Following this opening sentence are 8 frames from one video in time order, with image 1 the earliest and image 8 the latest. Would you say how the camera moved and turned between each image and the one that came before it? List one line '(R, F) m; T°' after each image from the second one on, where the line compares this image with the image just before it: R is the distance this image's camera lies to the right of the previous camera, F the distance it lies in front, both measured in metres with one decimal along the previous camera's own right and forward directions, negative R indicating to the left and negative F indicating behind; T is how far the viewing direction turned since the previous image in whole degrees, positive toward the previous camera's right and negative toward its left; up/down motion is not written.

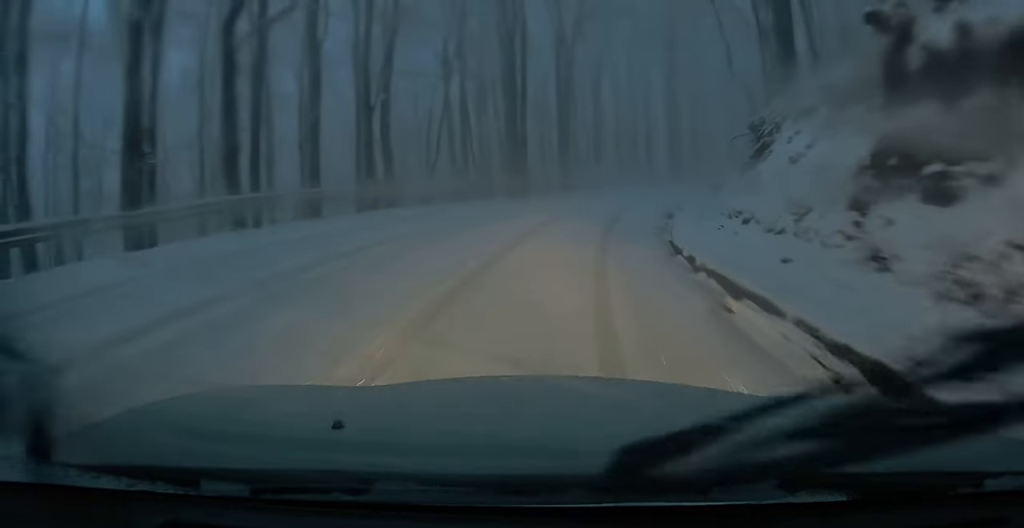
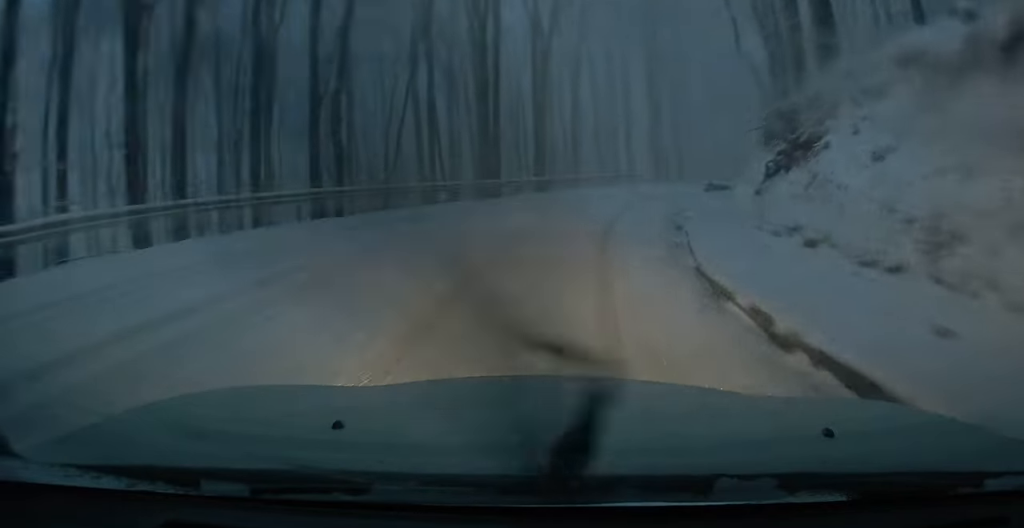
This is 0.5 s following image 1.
(+0.2, +3.3) m; +1°
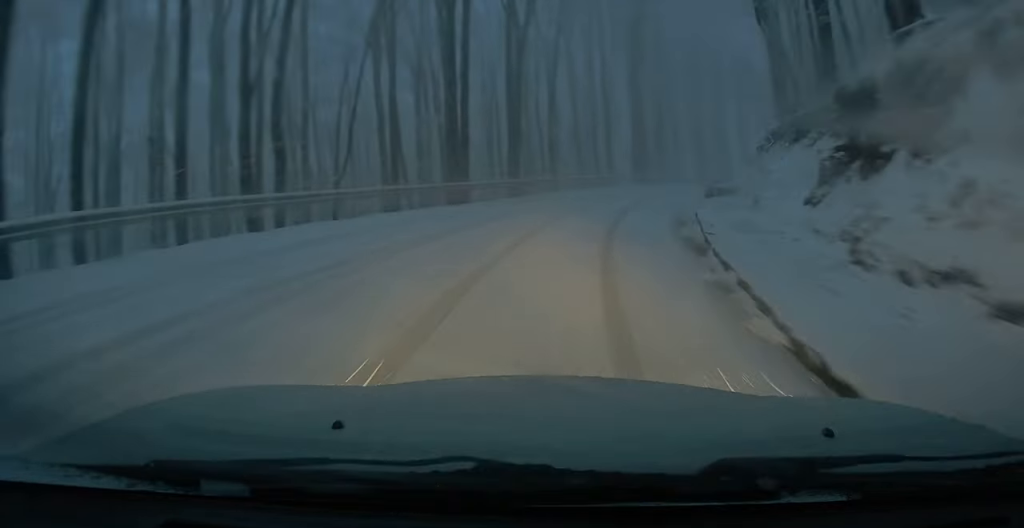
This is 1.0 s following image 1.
(-0.2, +3.4) m; +2°
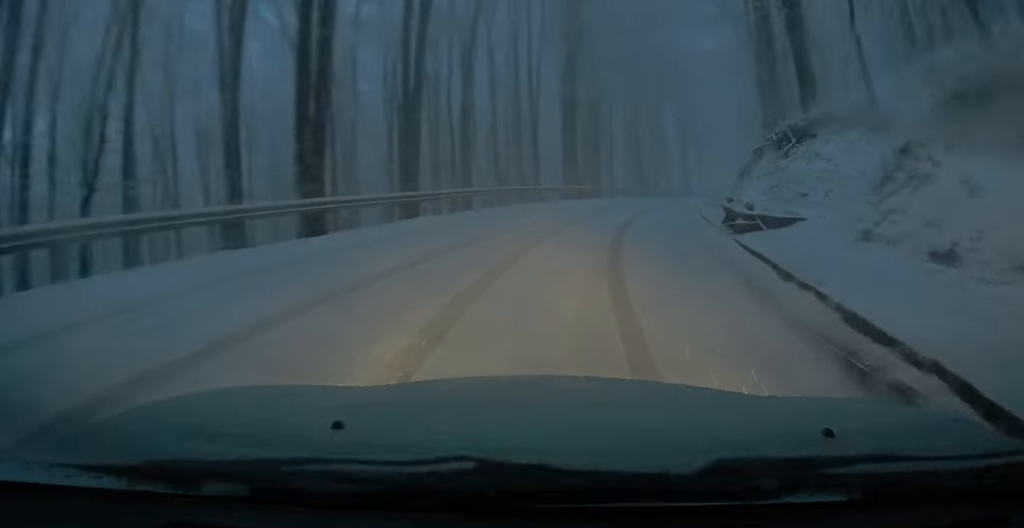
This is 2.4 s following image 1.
(+0.7, +9.6) m; +10°
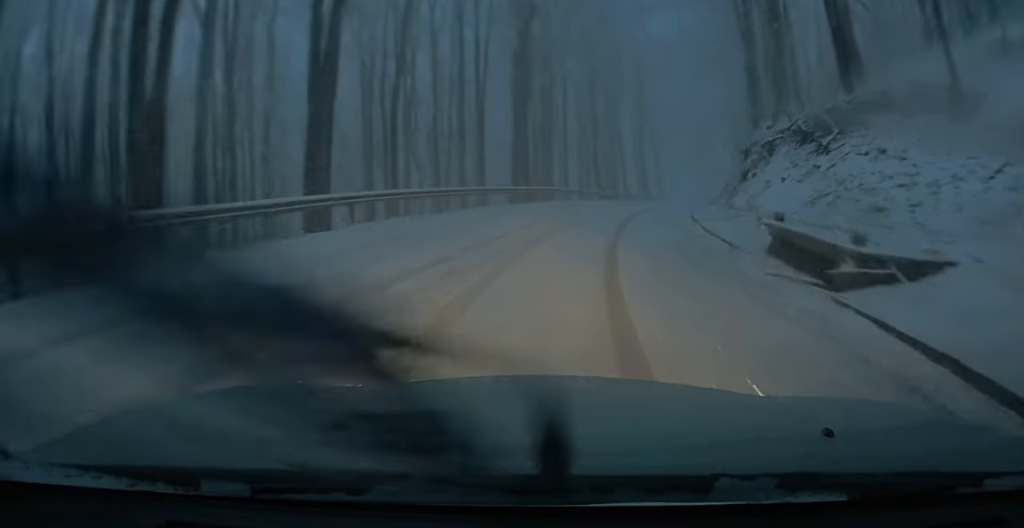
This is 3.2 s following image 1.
(+0.2, +5.9) m; +2°
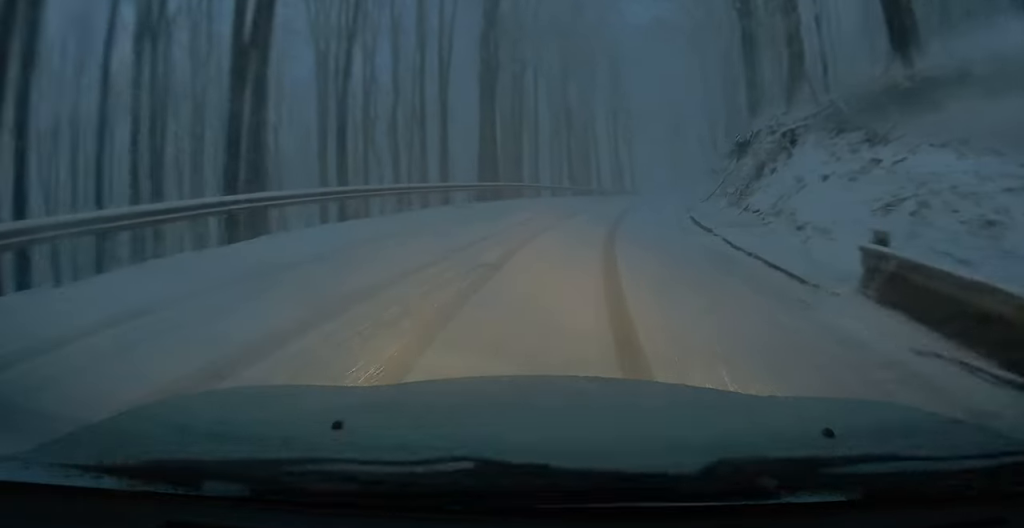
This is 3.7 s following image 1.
(0.0, +3.8) m; +2°
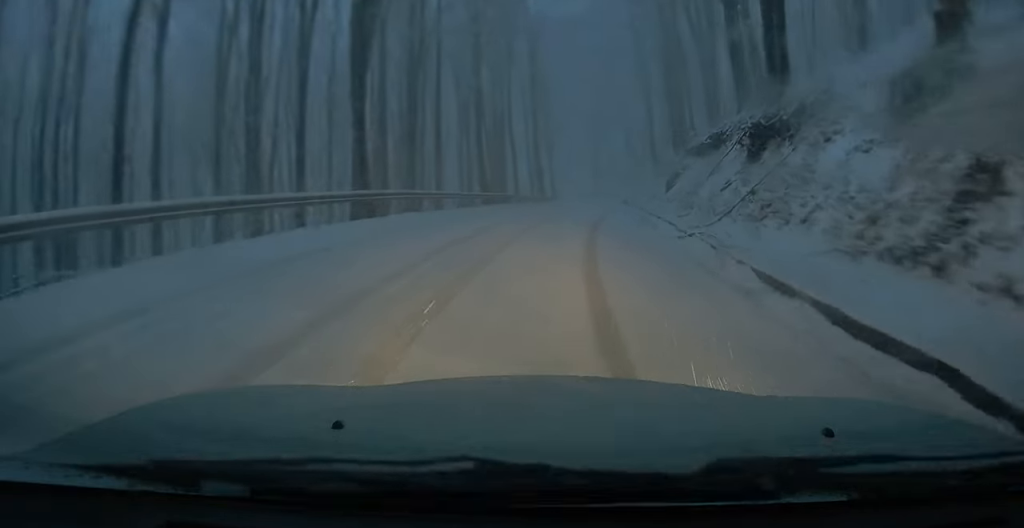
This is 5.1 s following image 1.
(+0.5, +11.5) m; +8°
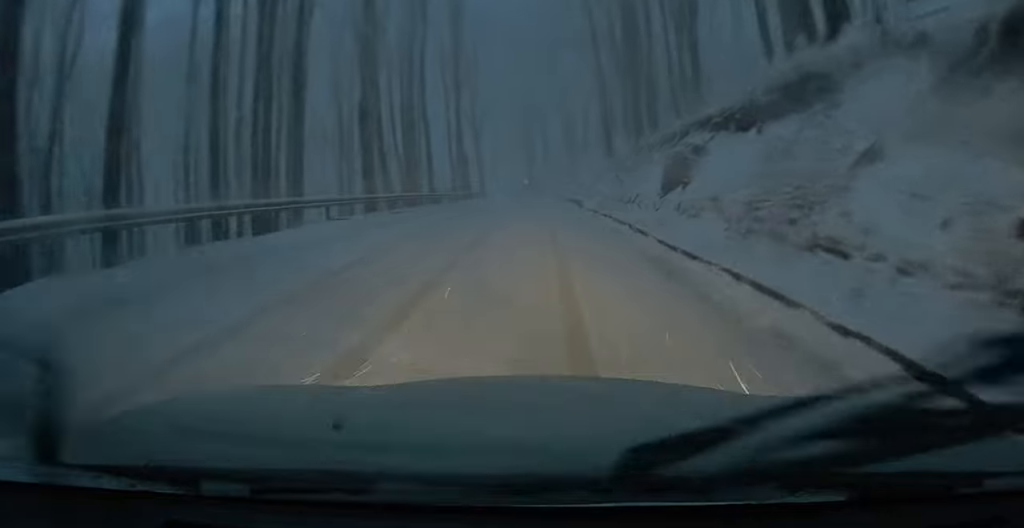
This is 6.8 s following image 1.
(+1.4, +15.0) m; +6°
